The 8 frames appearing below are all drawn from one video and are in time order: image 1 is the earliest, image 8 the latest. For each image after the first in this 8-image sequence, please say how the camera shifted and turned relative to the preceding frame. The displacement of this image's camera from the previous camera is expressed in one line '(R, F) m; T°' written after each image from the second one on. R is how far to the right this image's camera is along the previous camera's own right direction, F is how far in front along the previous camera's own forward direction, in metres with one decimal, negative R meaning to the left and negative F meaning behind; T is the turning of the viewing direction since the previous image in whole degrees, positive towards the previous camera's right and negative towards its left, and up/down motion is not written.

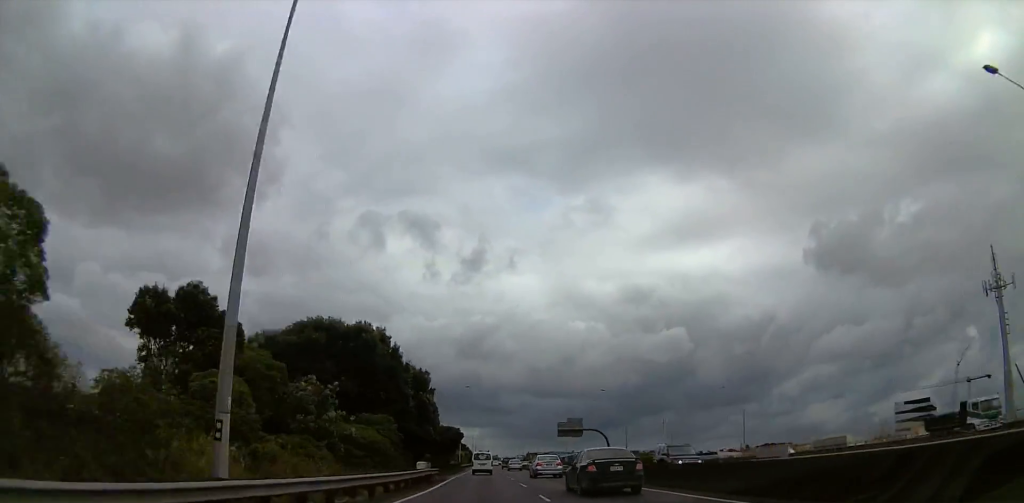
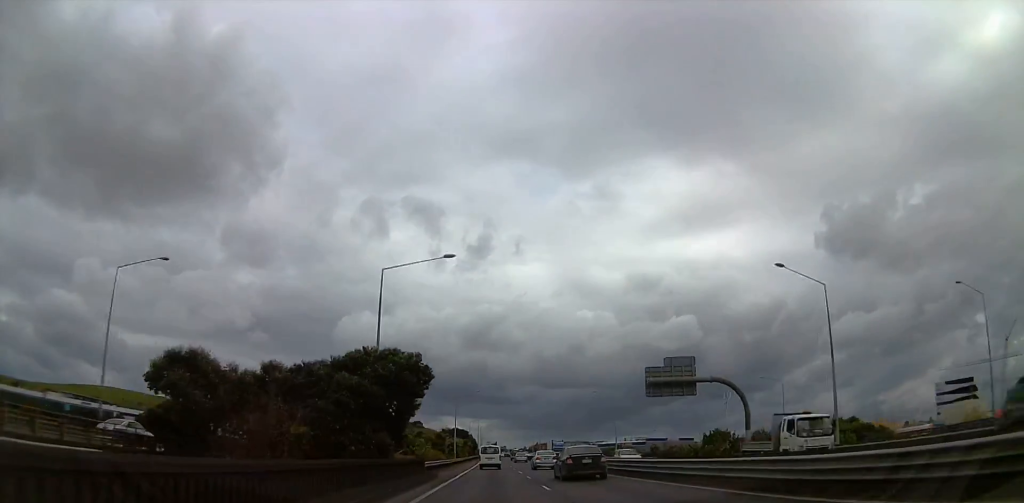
(-0.2, +57.3) m; +1°
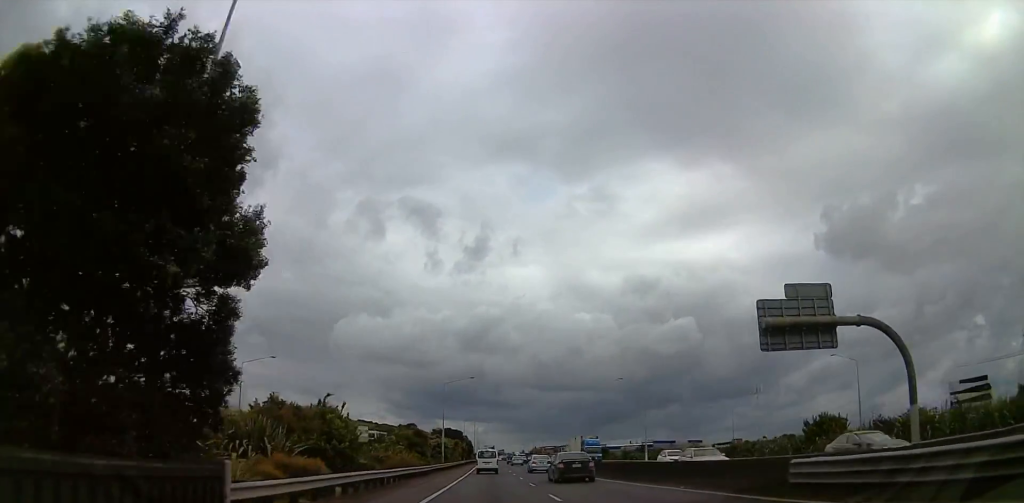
(-0.2, +22.6) m; -1°
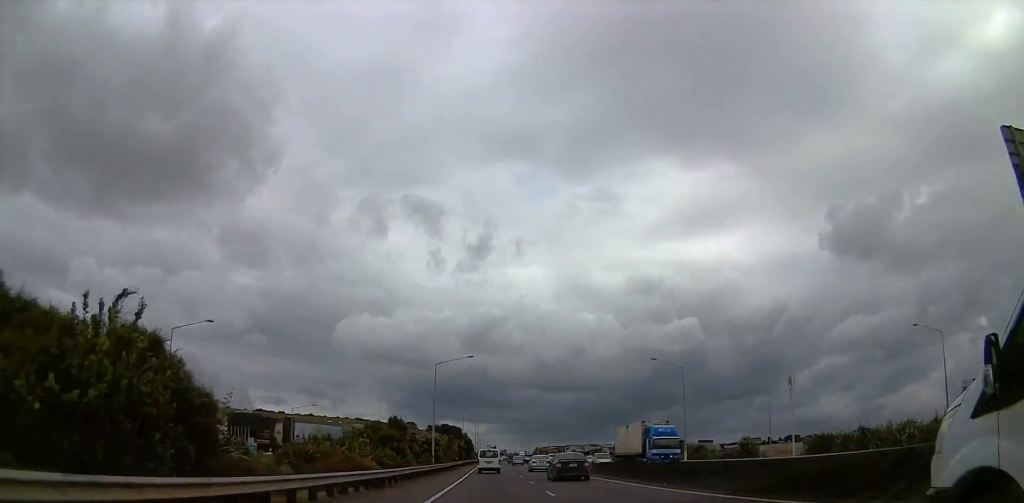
(-0.2, +17.5) m; -1°
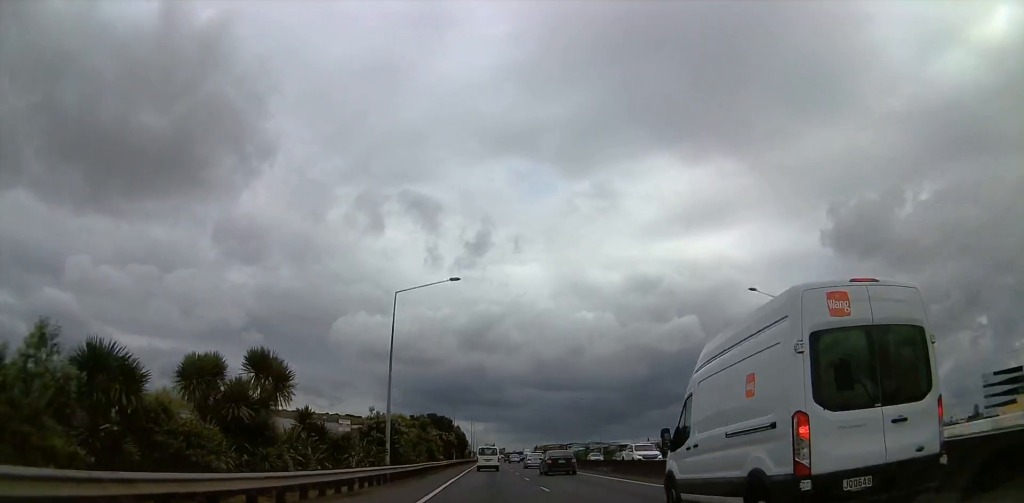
(-0.3, +29.2) m; +1°
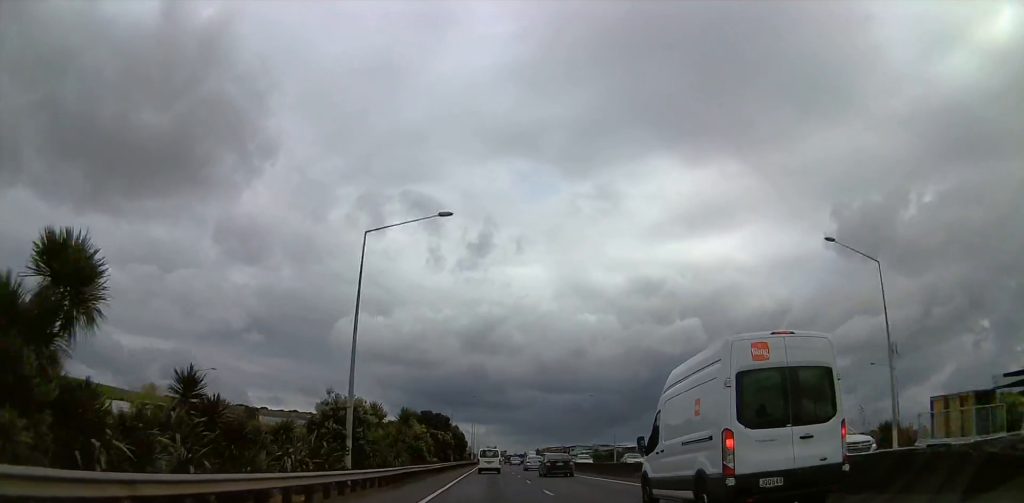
(+0.1, +11.7) m; +1°
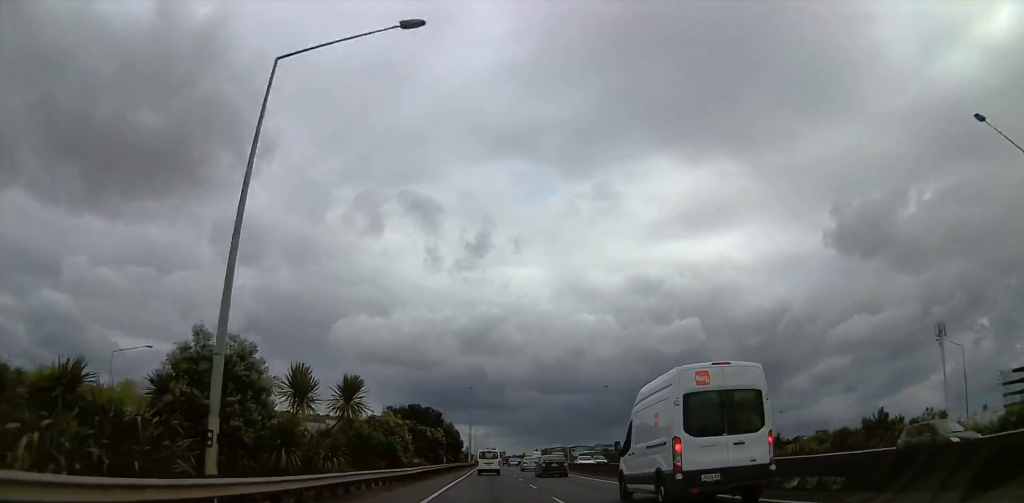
(+0.6, +13.4) m; +1°
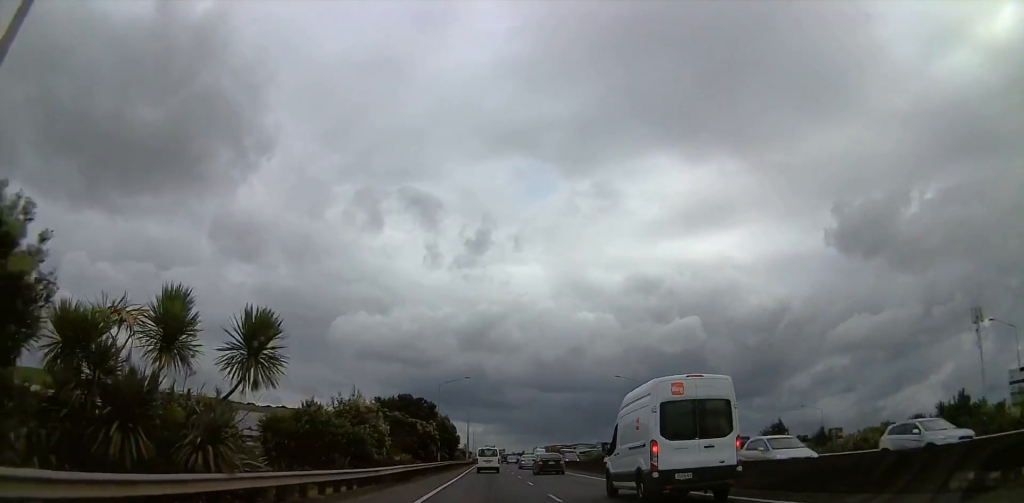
(-0.1, +9.2) m; -1°
